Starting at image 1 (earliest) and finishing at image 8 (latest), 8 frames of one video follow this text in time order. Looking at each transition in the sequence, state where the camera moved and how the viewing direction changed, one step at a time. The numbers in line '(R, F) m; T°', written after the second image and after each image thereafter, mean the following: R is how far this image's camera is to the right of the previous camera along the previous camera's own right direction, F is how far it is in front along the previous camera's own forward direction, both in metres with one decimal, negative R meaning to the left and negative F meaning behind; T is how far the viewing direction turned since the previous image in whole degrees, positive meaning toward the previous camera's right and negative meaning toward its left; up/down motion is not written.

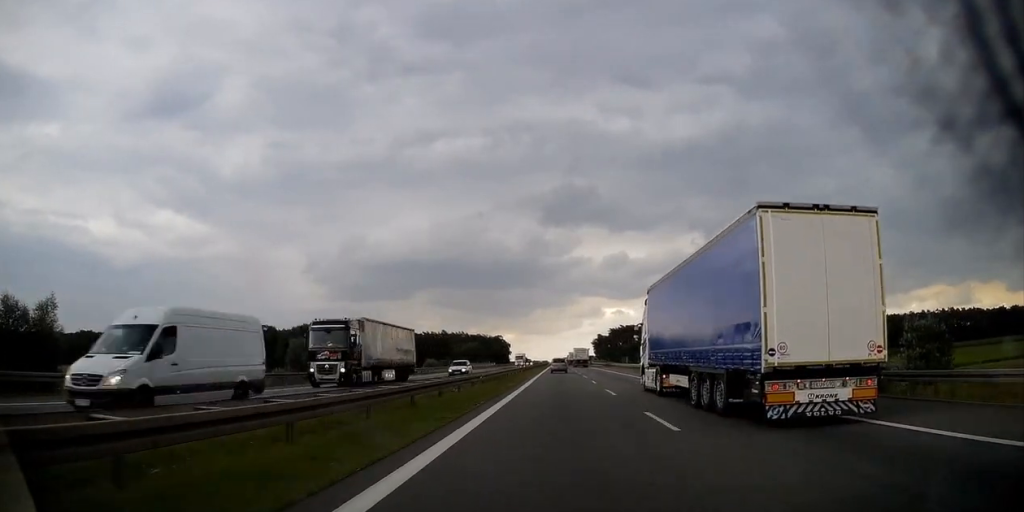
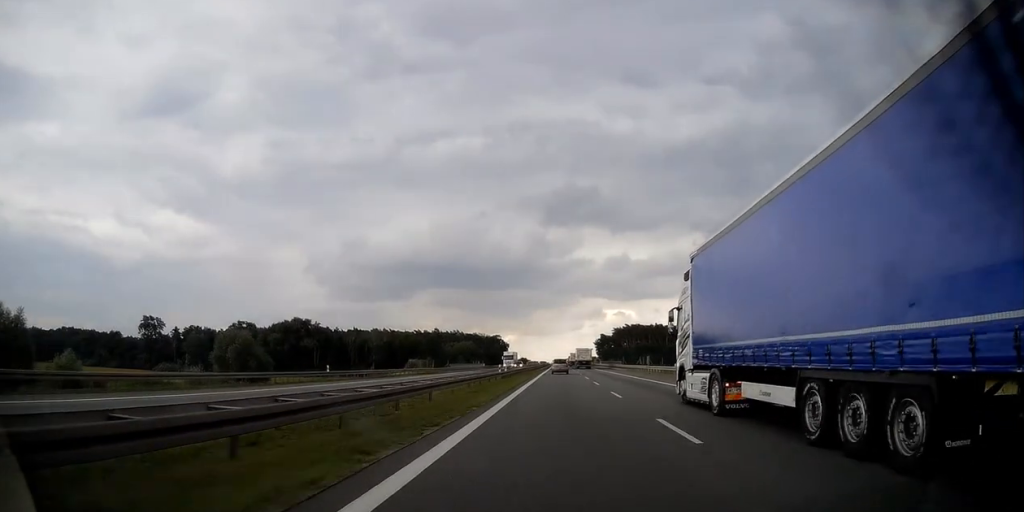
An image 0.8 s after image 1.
(0.0, +25.8) m; 0°
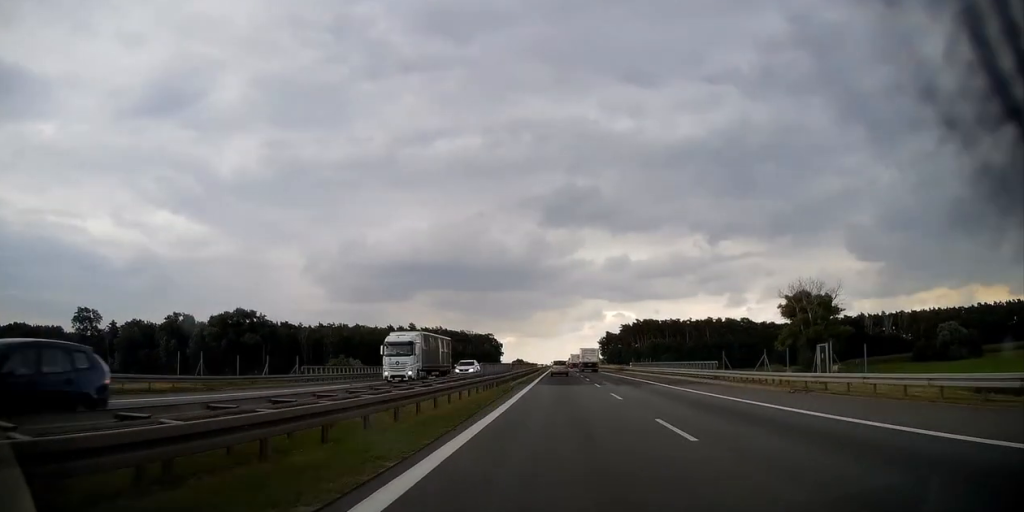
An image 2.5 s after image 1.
(-0.1, +59.3) m; 0°
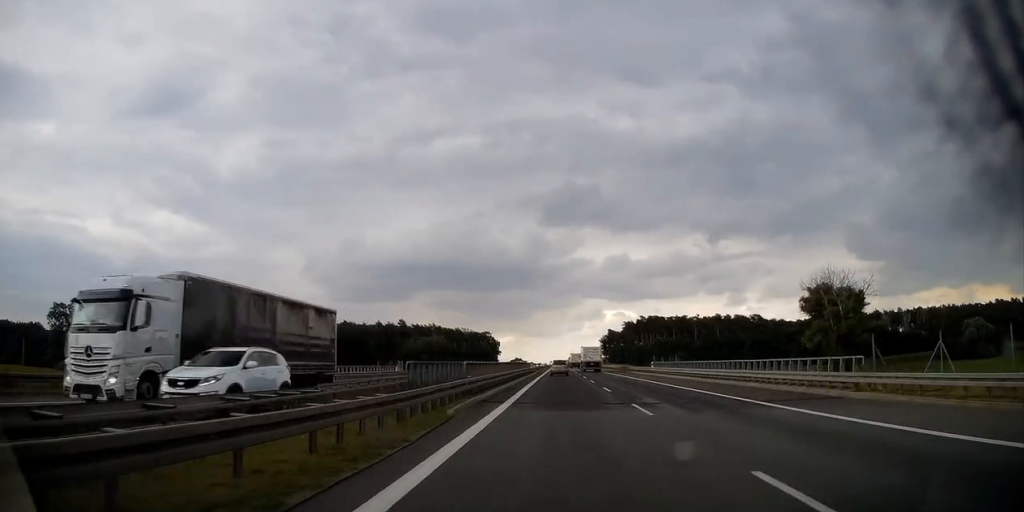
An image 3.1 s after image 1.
(0.0, +19.1) m; 0°
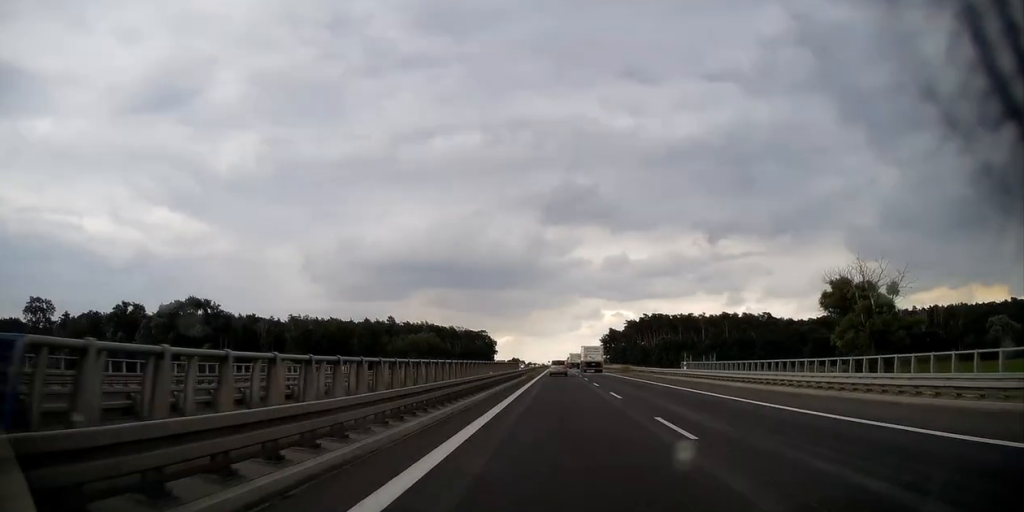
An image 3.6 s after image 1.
(0.0, +16.8) m; 0°
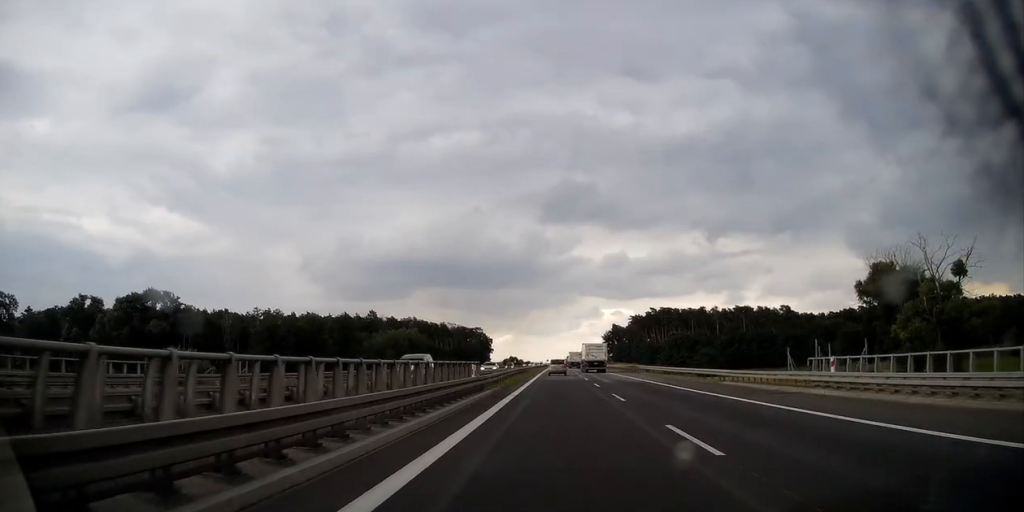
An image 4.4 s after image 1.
(0.0, +25.8) m; 0°
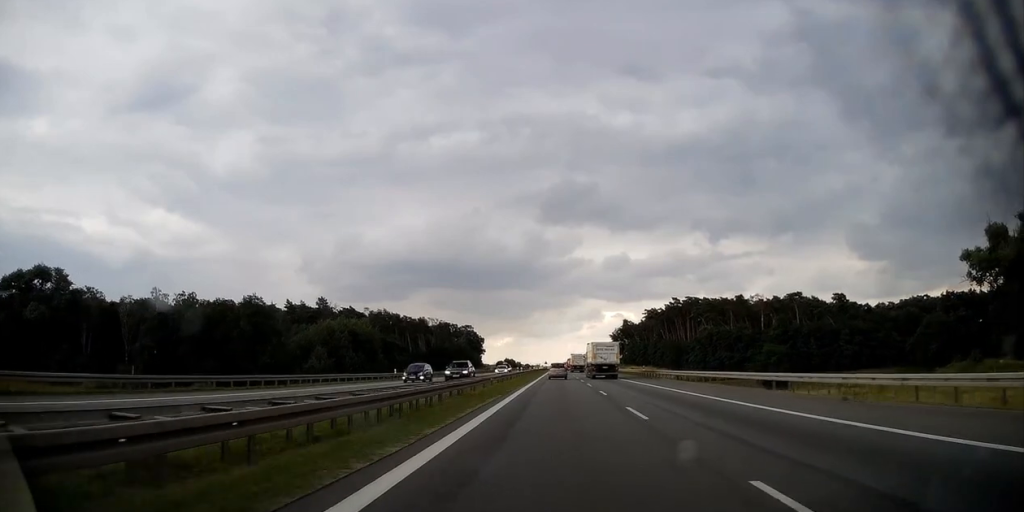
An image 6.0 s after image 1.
(+0.1, +53.8) m; 0°
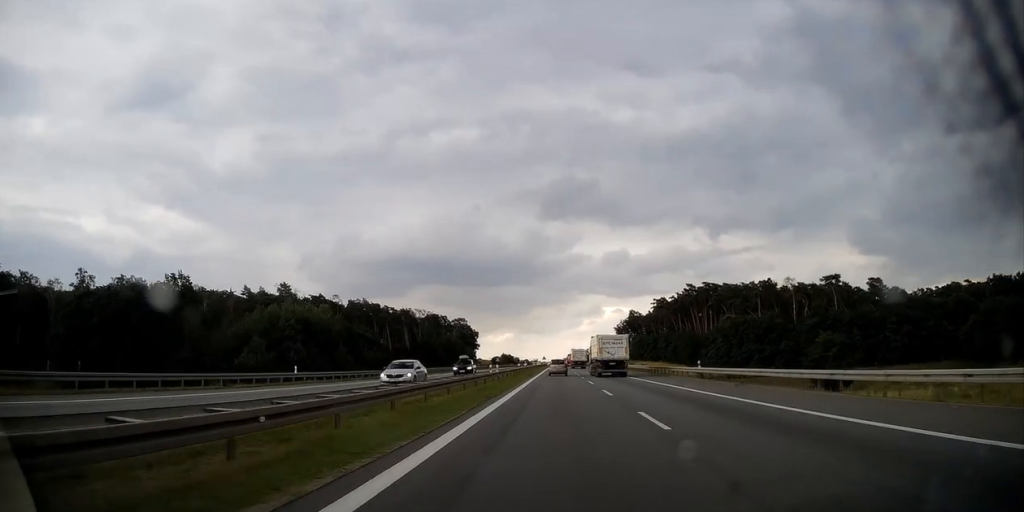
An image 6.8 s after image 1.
(0.0, +26.9) m; -1°
